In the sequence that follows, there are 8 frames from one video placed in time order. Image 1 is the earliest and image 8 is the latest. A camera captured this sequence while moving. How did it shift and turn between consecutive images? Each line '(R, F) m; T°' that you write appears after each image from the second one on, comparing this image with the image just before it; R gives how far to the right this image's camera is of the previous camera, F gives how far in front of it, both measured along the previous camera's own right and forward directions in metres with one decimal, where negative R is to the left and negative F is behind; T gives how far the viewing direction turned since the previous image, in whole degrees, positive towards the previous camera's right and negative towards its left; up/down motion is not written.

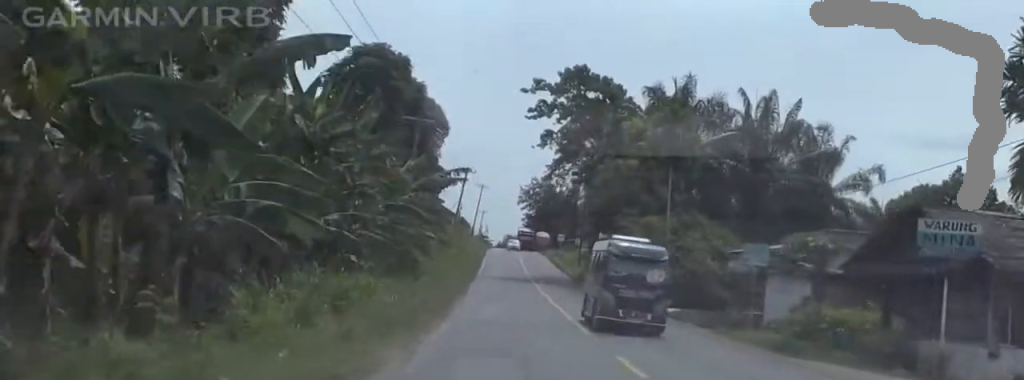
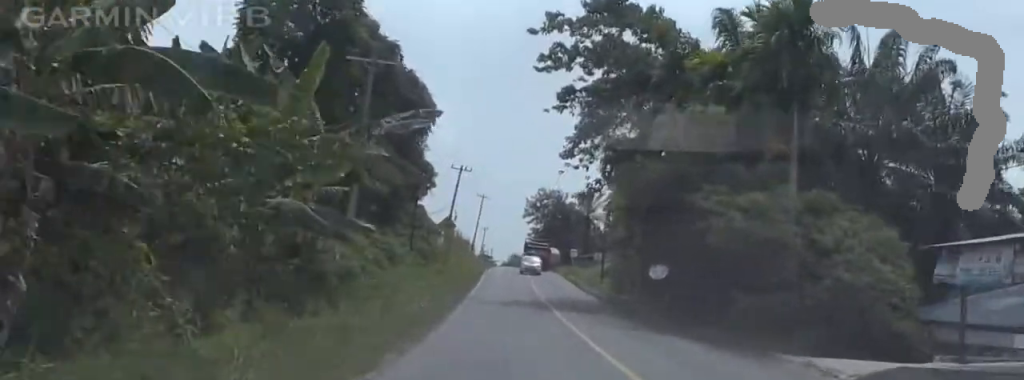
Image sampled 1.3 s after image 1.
(-0.4, +19.6) m; 0°
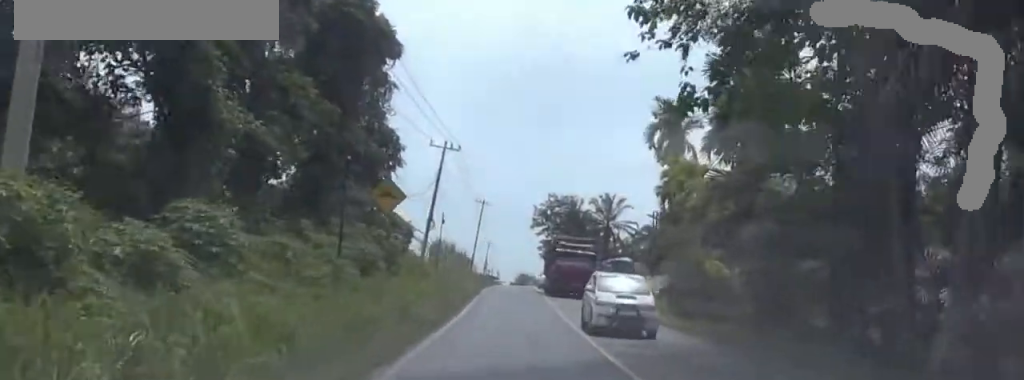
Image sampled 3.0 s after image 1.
(+0.9, +24.3) m; -1°
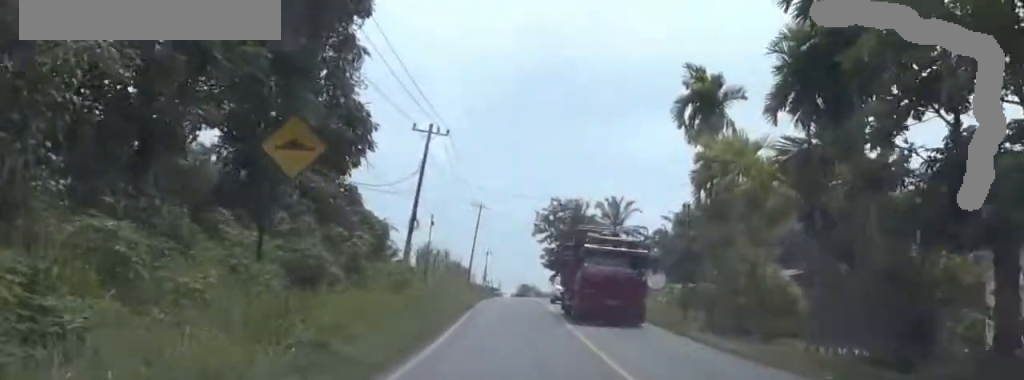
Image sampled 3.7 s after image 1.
(-0.7, +9.7) m; -4°
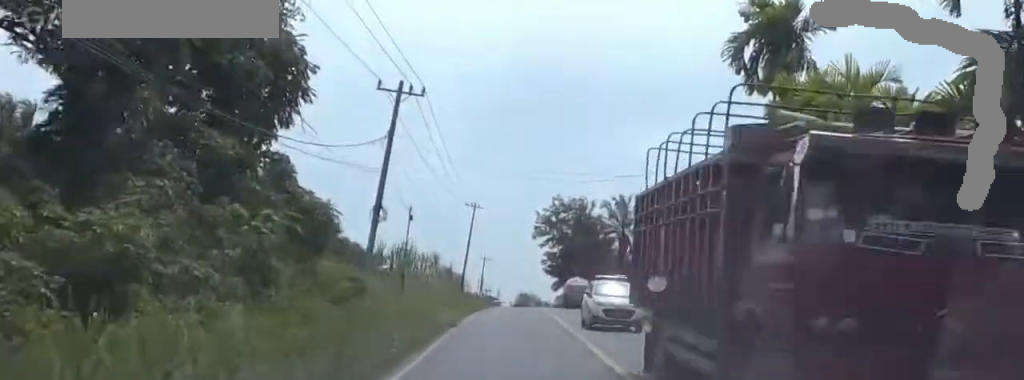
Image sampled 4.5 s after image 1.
(-0.1, +12.1) m; 0°
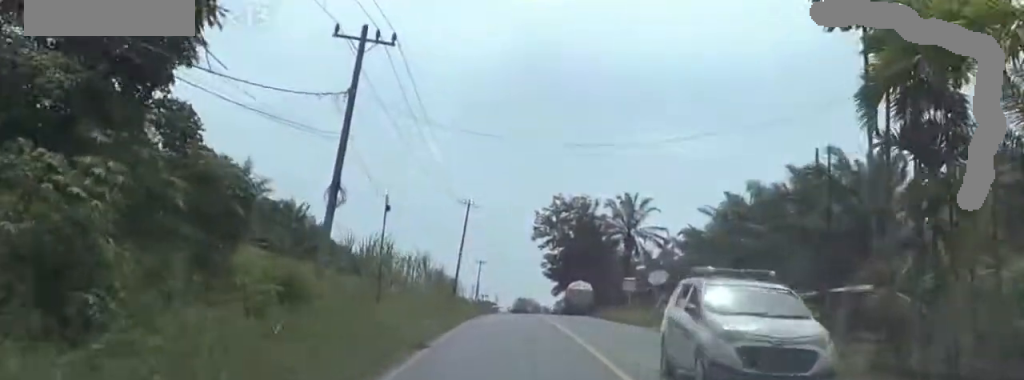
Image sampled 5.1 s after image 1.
(0.0, +8.6) m; 0°
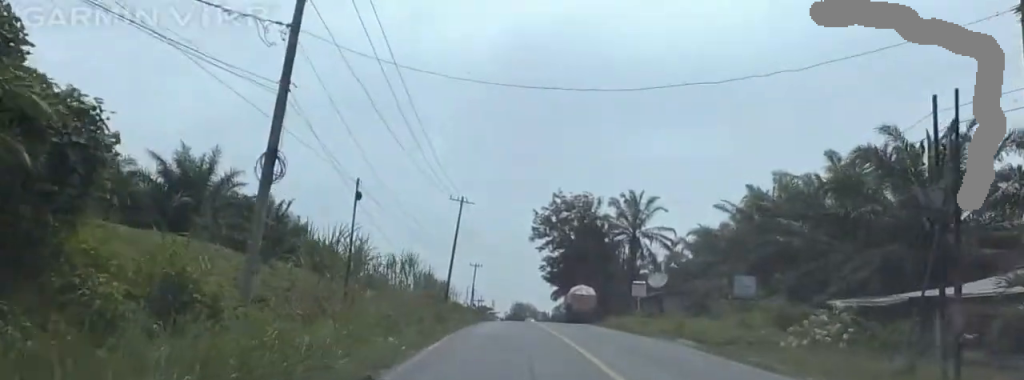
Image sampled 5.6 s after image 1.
(0.0, +7.5) m; 0°
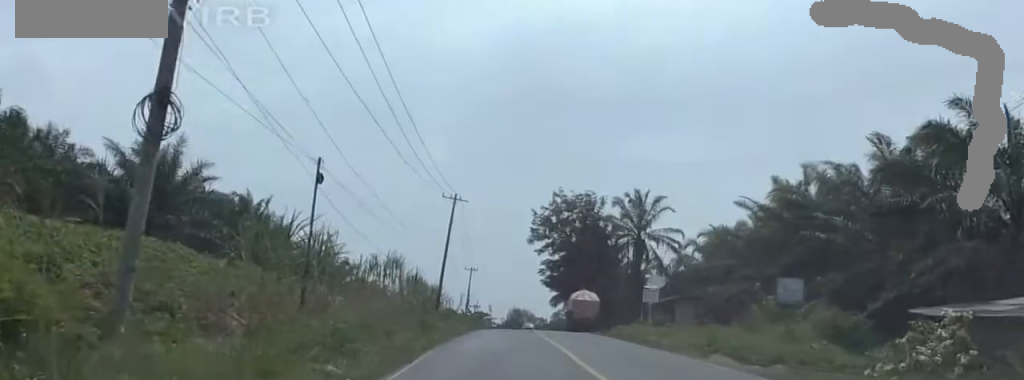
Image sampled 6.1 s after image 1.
(+0.1, +6.7) m; +3°
